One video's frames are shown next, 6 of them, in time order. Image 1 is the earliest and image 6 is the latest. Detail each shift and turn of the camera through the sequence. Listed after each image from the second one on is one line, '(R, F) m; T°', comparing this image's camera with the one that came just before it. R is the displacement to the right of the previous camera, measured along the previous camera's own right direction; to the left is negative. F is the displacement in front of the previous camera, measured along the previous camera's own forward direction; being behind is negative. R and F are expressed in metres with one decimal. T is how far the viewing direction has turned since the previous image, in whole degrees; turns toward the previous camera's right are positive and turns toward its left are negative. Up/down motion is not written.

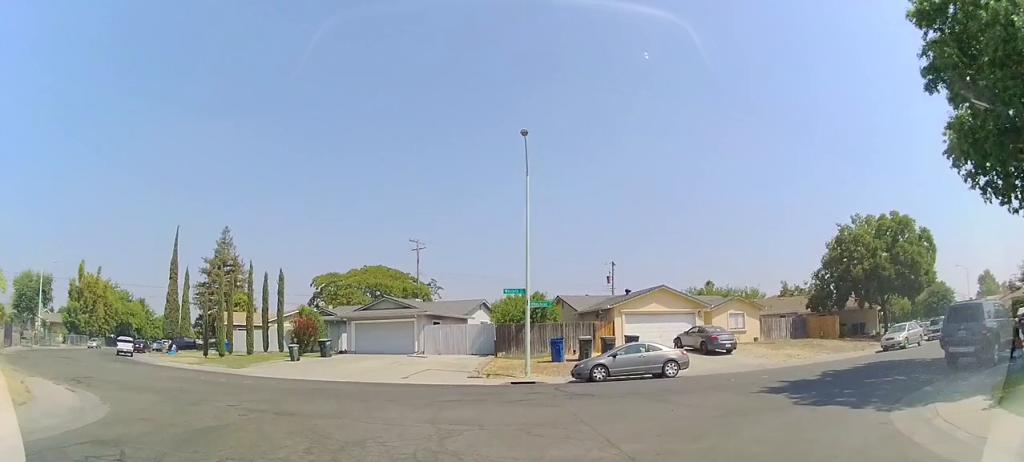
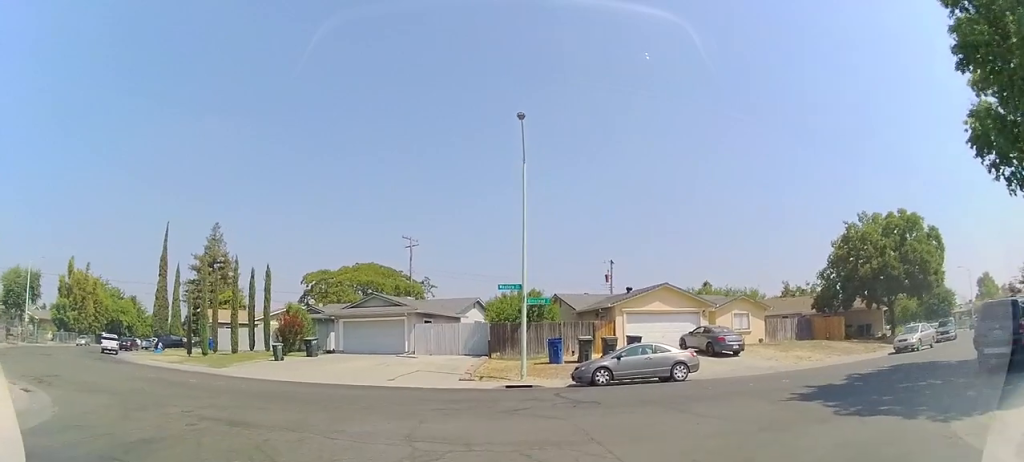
(-0.2, +1.8) m; -3°
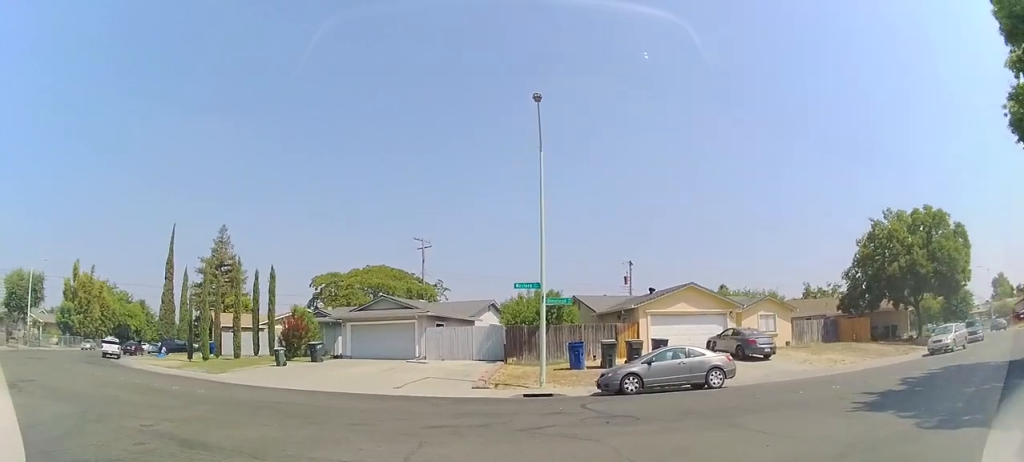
(-0.1, +2.2) m; -3°
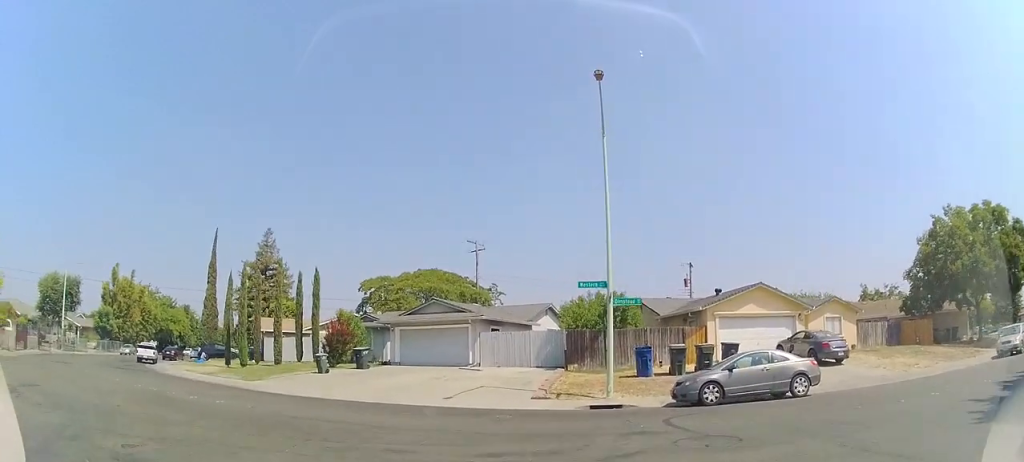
(0.0, +1.9) m; 0°
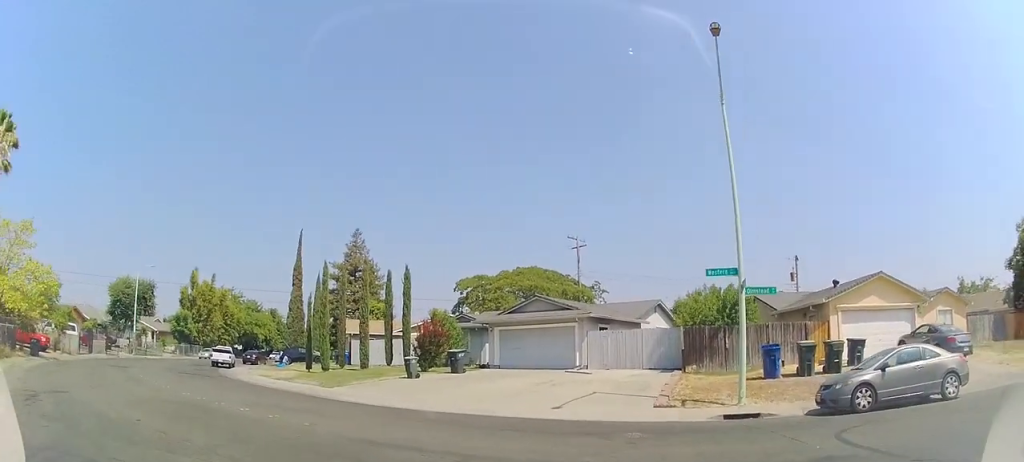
(0.0, +2.4) m; -7°
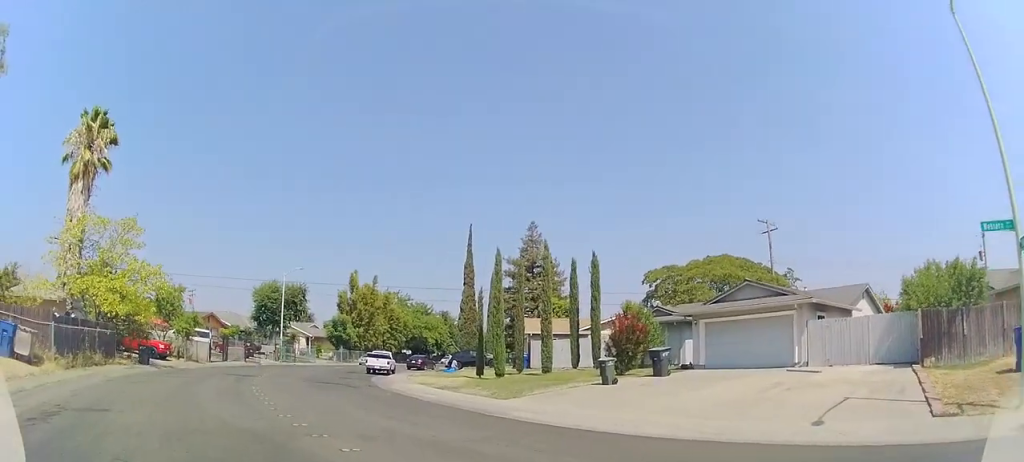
(-0.8, +3.9) m; -23°
